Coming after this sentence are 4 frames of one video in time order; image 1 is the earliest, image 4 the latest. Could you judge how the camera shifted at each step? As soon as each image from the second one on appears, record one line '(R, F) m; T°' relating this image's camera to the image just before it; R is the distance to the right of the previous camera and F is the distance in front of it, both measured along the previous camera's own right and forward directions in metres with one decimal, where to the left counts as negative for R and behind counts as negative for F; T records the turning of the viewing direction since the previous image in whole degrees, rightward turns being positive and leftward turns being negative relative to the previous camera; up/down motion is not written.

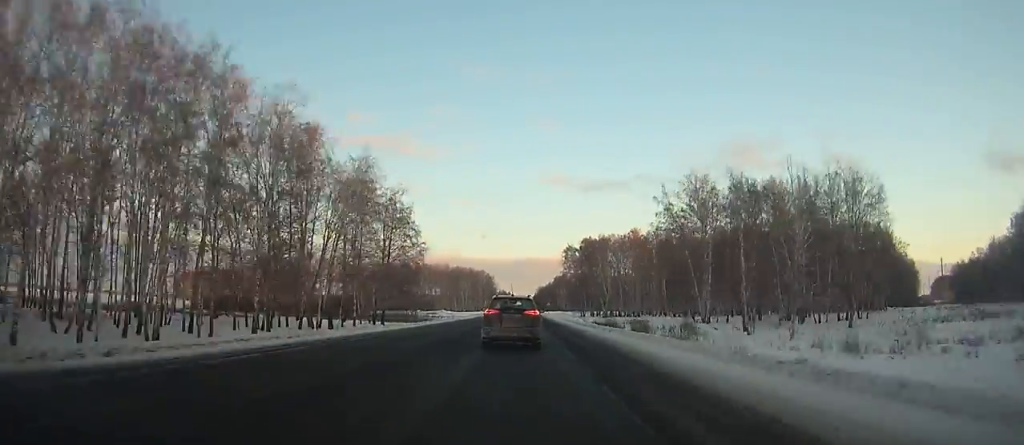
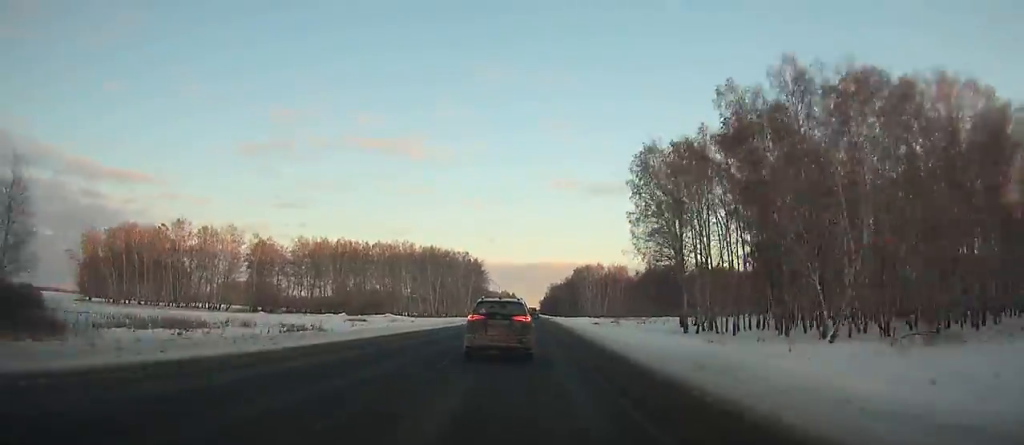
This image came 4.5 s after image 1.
(-0.5, +115.0) m; 0°
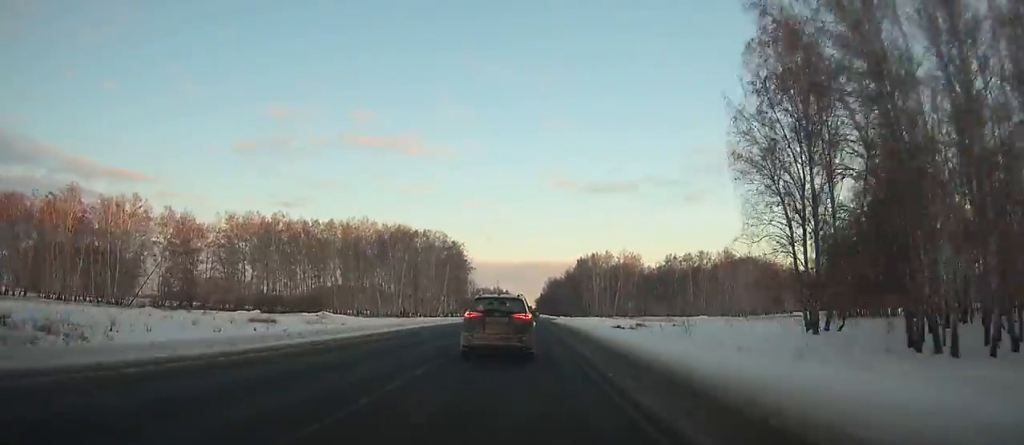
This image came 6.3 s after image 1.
(-0.2, +45.1) m; 0°
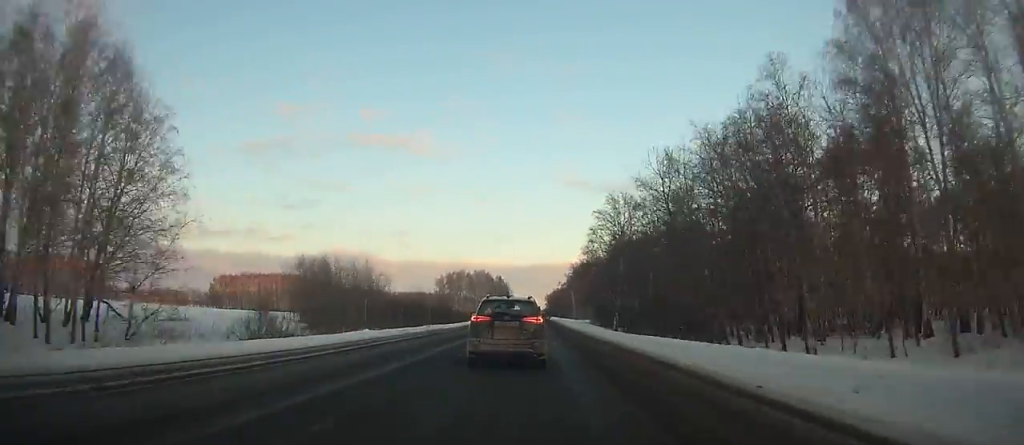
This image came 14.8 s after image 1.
(+0.9, +205.4) m; 0°
